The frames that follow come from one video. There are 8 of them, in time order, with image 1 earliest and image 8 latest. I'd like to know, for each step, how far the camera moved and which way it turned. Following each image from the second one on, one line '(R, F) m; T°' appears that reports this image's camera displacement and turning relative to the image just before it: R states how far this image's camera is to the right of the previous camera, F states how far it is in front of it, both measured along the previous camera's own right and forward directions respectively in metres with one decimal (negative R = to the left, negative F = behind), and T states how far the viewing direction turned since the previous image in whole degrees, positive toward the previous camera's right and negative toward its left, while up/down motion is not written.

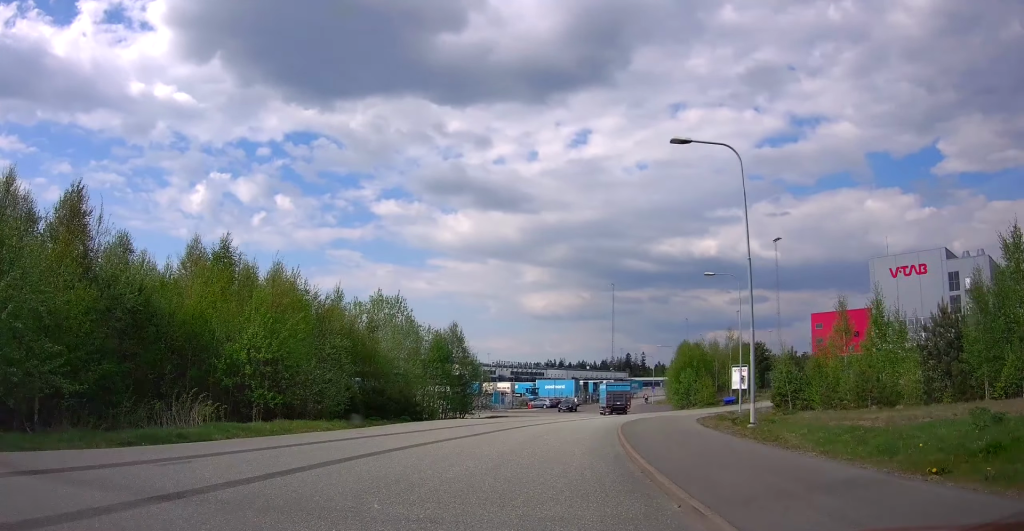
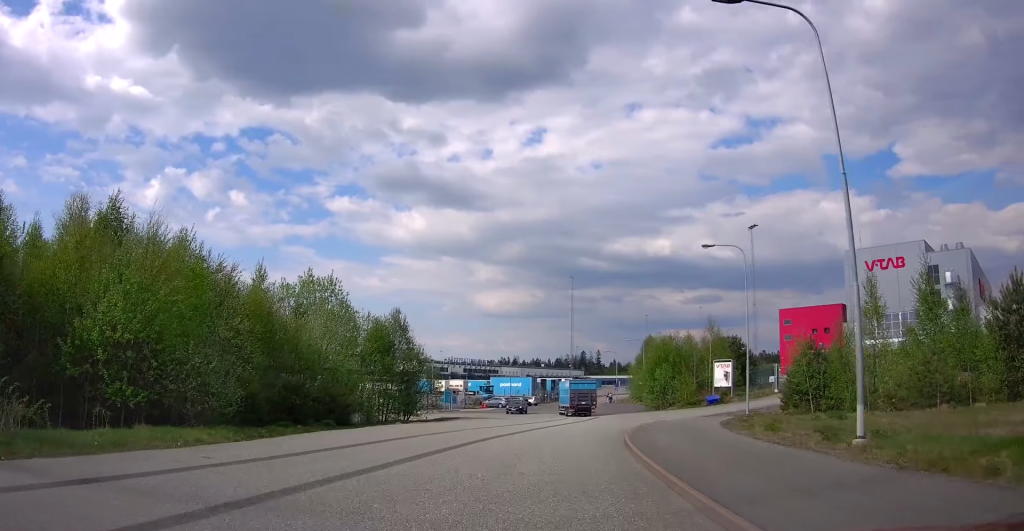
(+0.1, +7.5) m; +1°
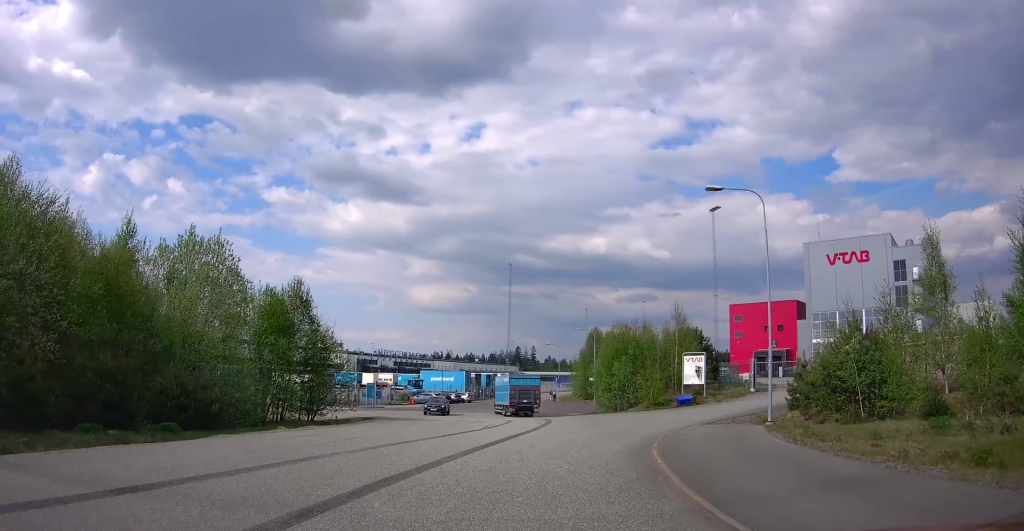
(+0.1, +9.8) m; +2°
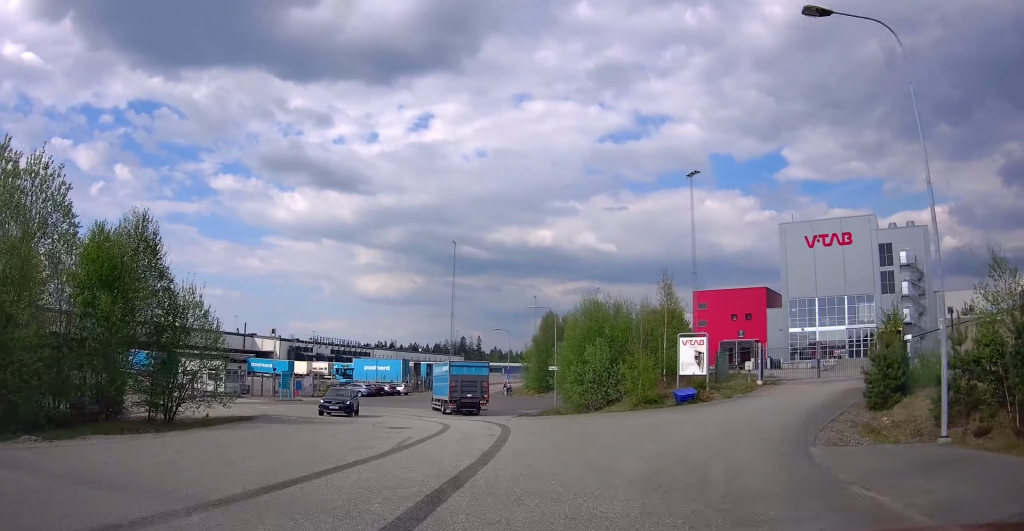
(+0.6, +13.3) m; +3°
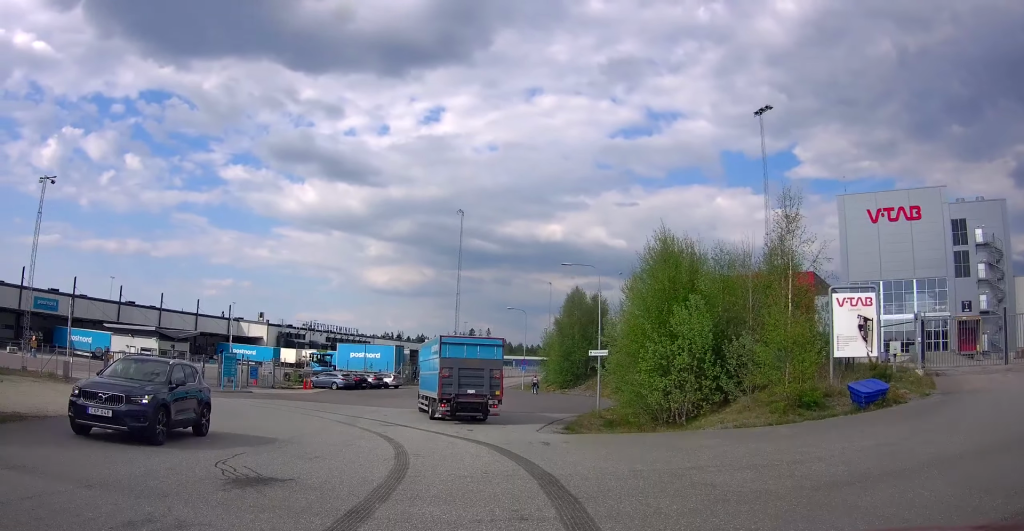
(-0.3, +17.4) m; 0°
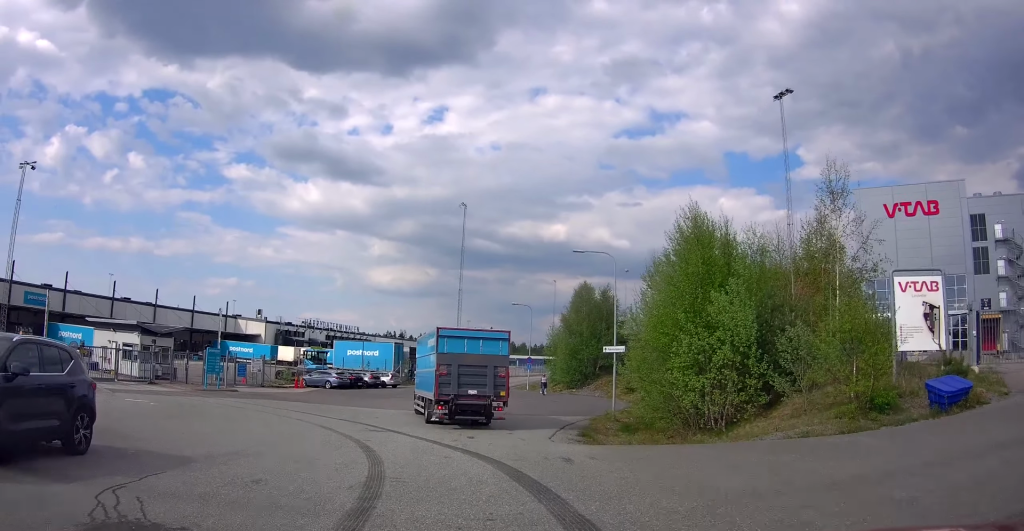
(0.0, +3.8) m; +1°
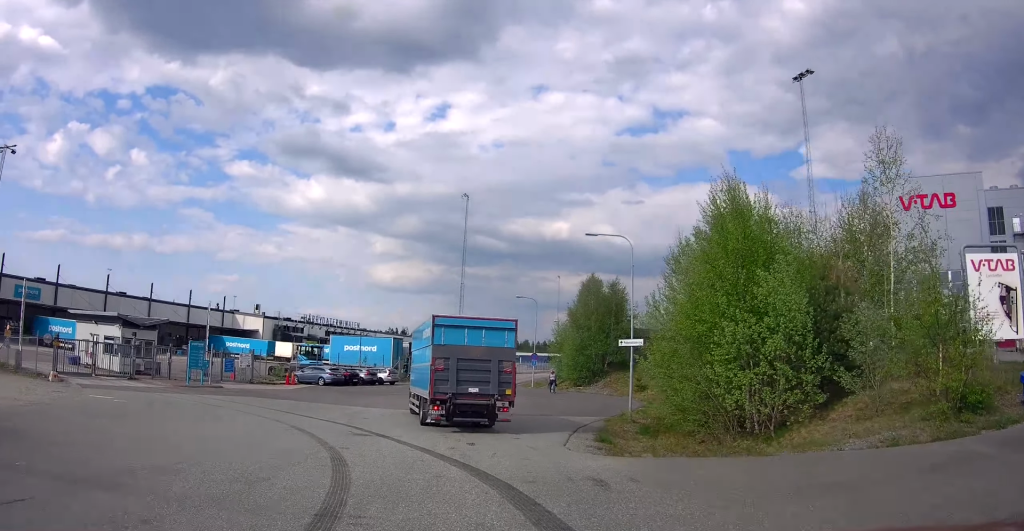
(+0.1, +3.1) m; +1°
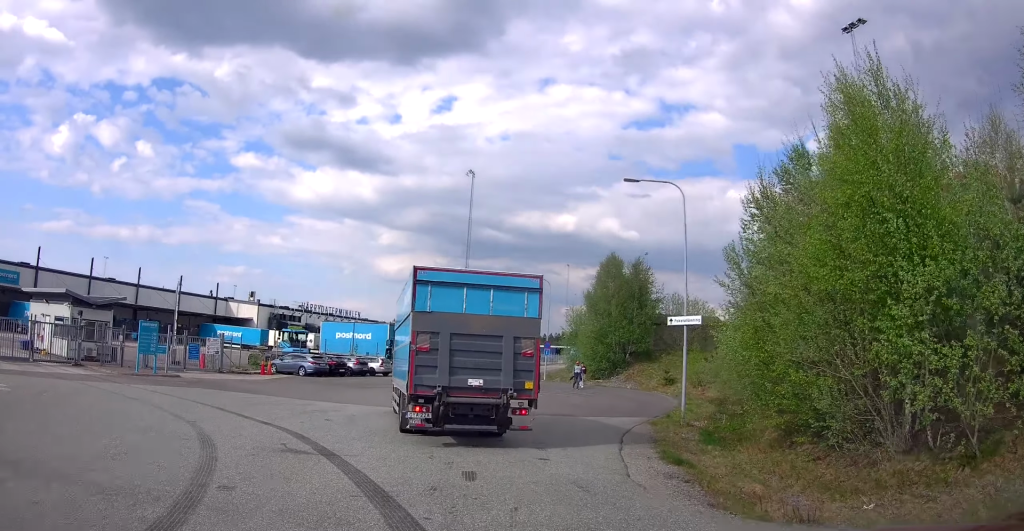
(+0.1, +7.8) m; +1°
